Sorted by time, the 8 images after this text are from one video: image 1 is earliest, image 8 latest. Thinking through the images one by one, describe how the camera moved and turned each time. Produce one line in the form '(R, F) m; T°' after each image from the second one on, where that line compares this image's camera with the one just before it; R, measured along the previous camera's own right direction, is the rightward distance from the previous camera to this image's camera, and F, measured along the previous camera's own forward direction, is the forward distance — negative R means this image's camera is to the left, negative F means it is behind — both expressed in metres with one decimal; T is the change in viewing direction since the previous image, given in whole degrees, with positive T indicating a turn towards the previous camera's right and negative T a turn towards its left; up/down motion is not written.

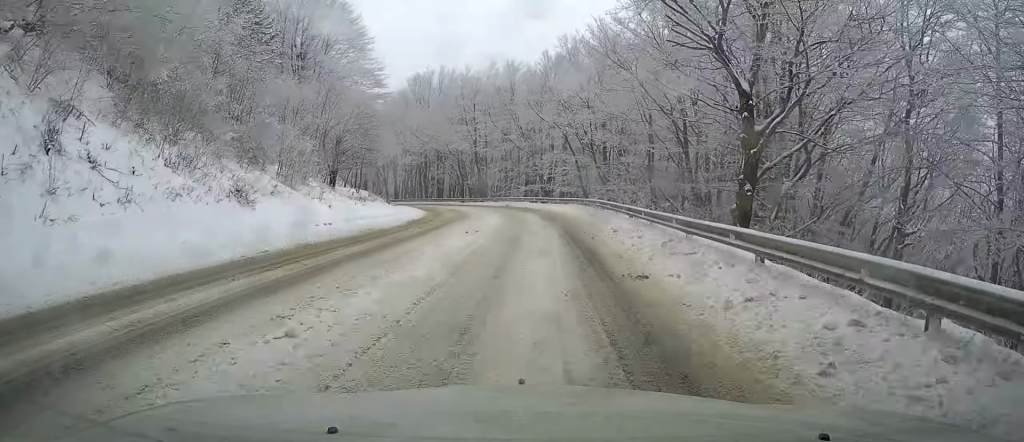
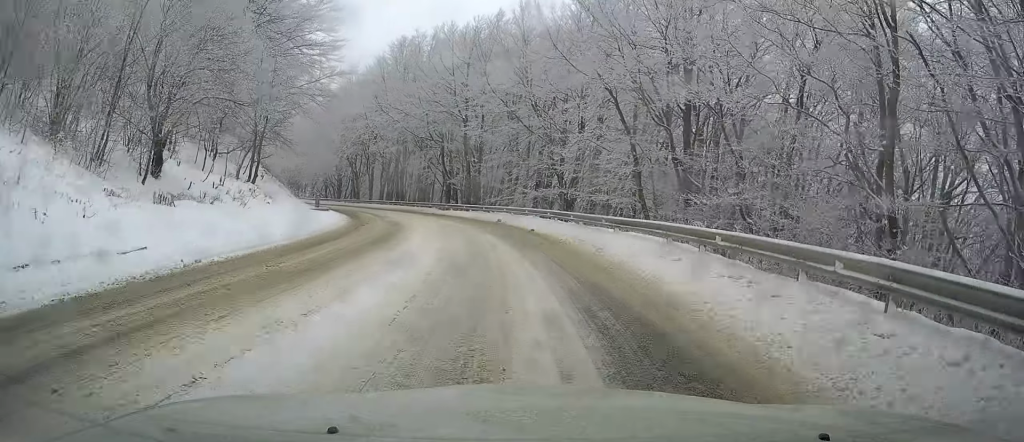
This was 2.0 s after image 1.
(0.0, +22.9) m; -3°
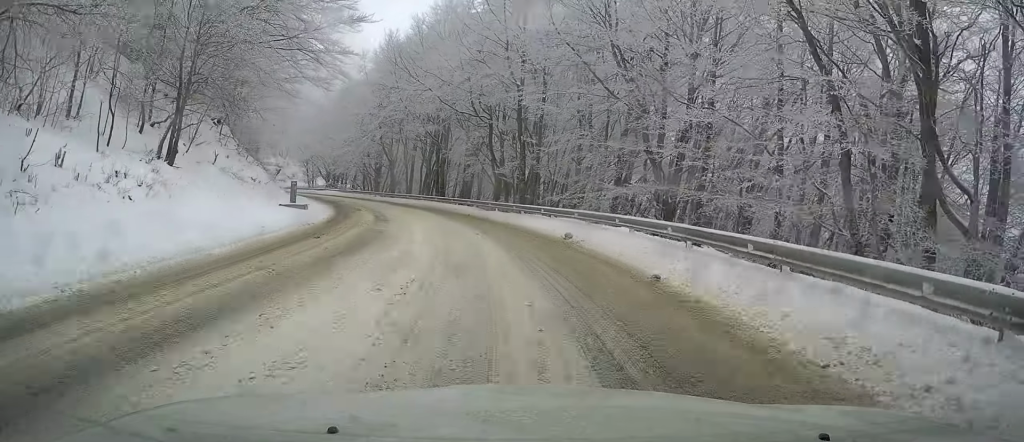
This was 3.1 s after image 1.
(-0.5, +12.5) m; -8°
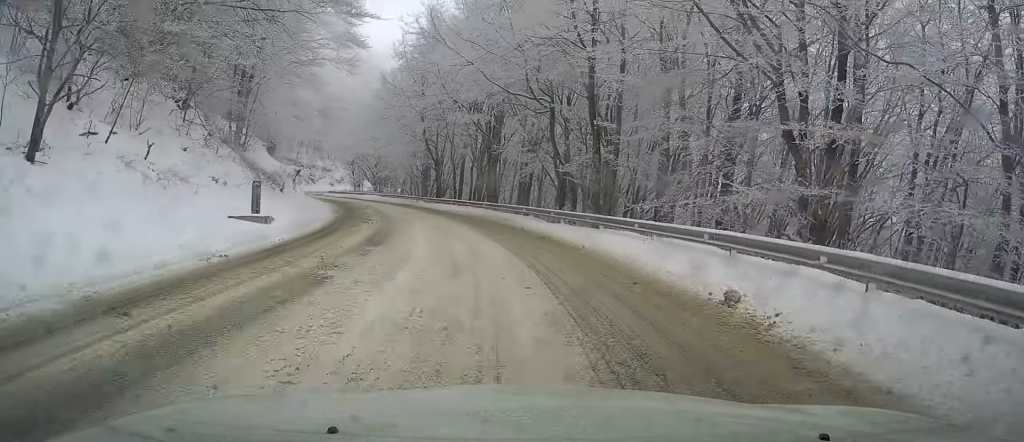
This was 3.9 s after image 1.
(-0.8, +8.3) m; -5°
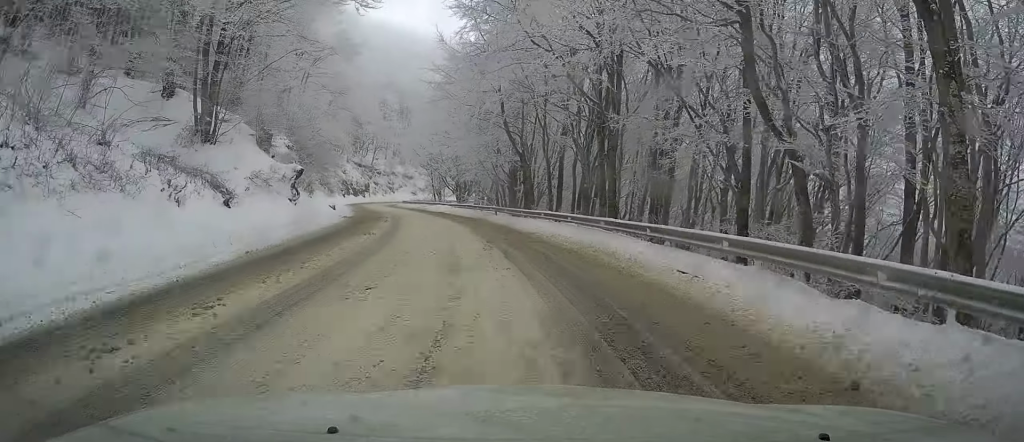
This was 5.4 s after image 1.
(-0.7, +15.5) m; -7°
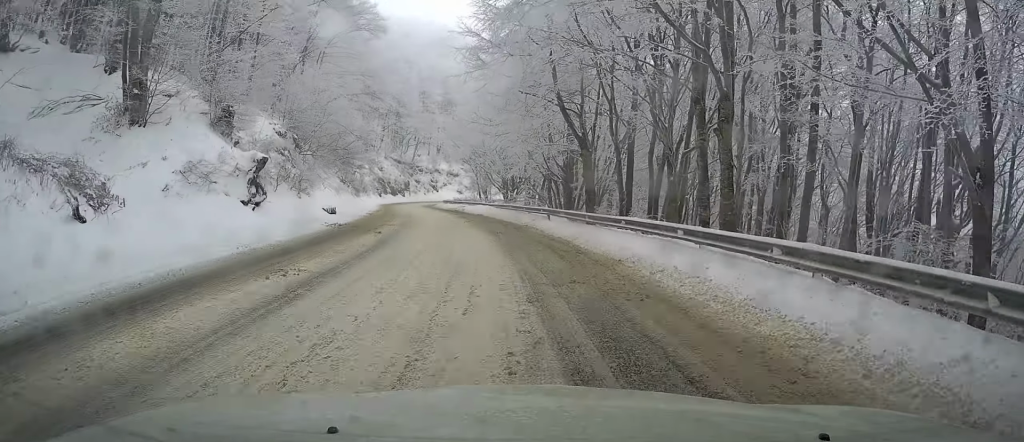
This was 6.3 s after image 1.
(-0.4, +8.5) m; -6°
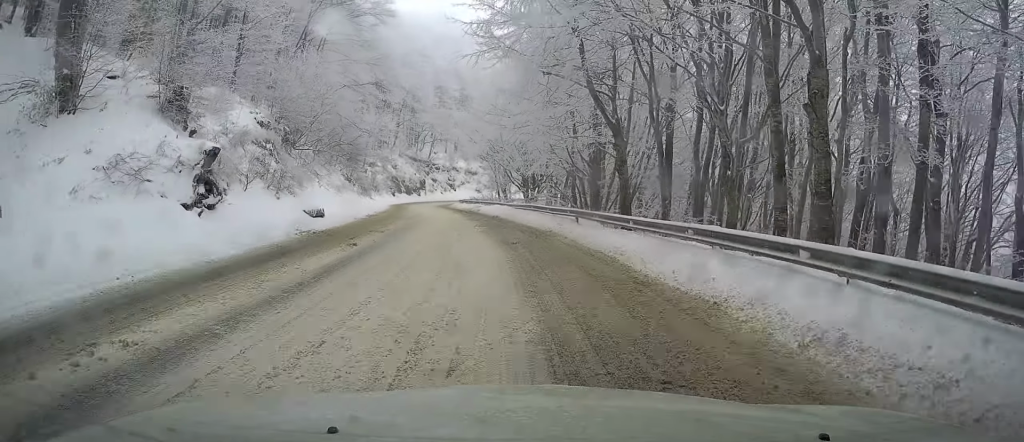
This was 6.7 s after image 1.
(-0.2, +4.1) m; -3°
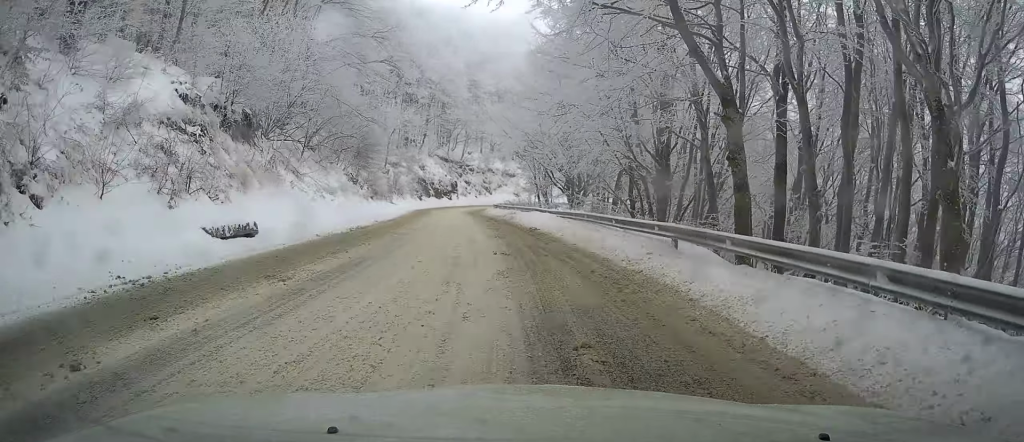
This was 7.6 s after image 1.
(-0.3, +8.5) m; -3°
